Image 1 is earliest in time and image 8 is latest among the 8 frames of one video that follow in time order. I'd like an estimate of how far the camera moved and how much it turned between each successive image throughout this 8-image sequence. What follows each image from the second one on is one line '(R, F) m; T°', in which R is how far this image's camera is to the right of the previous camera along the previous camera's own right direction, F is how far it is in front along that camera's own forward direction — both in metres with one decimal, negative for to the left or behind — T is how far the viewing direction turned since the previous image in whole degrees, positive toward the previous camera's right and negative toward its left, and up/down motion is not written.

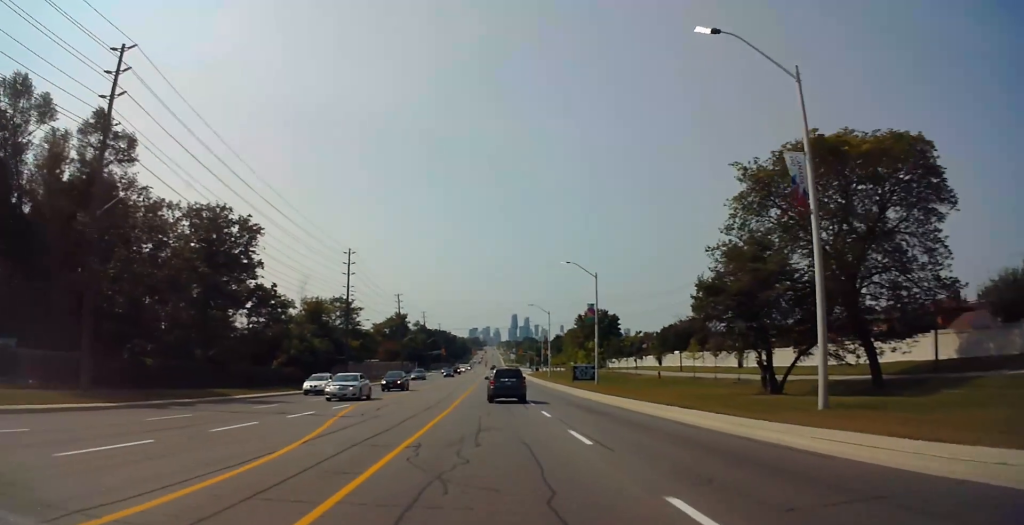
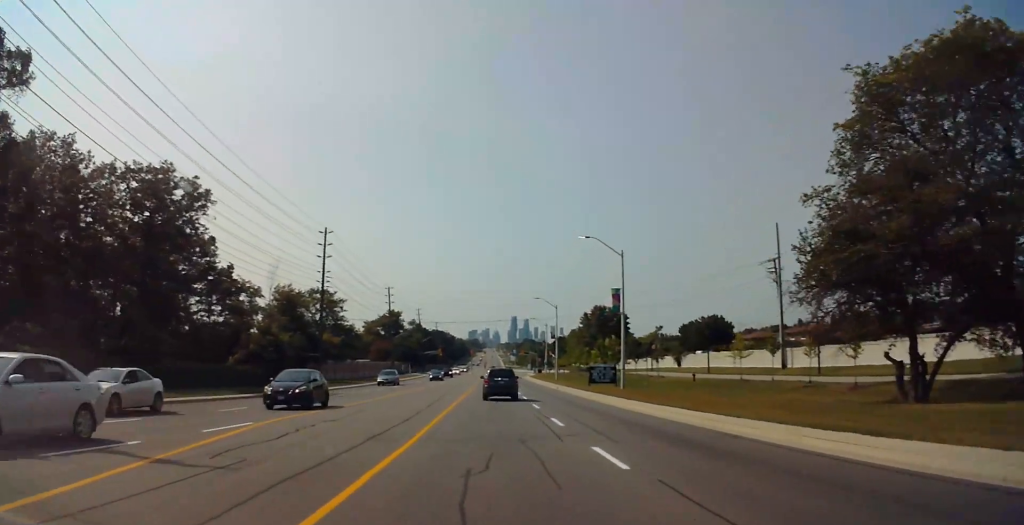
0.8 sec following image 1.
(0.0, +12.8) m; 0°
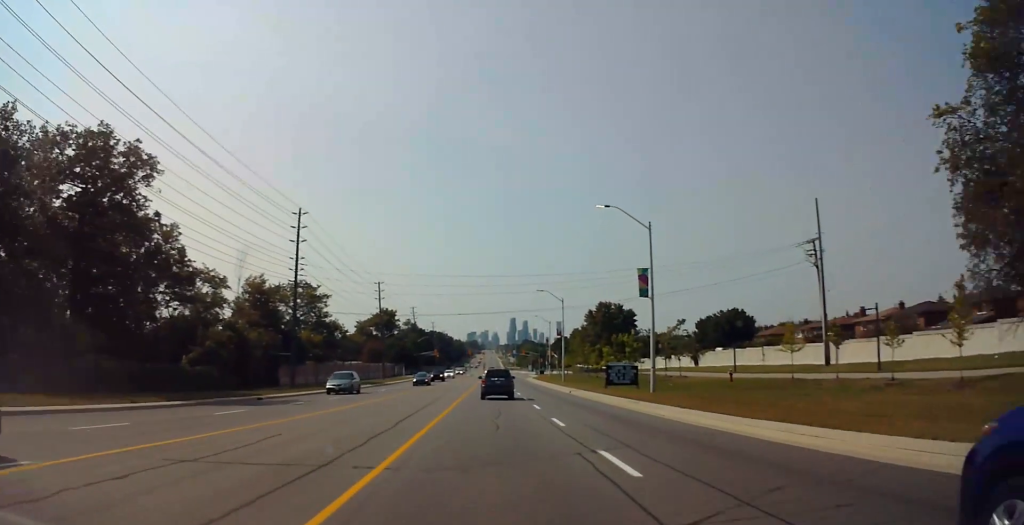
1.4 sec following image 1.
(0.0, +9.7) m; 0°
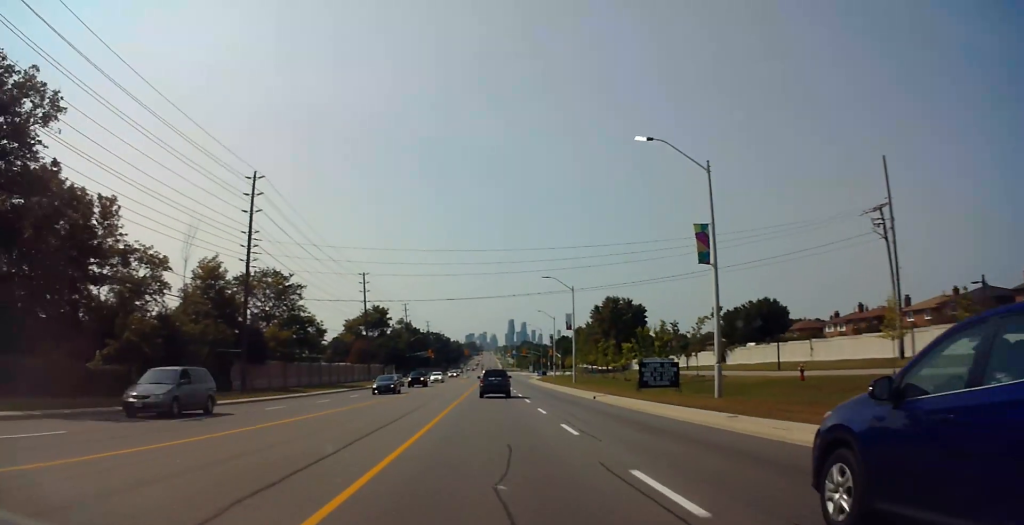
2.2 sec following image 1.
(0.0, +12.4) m; 0°
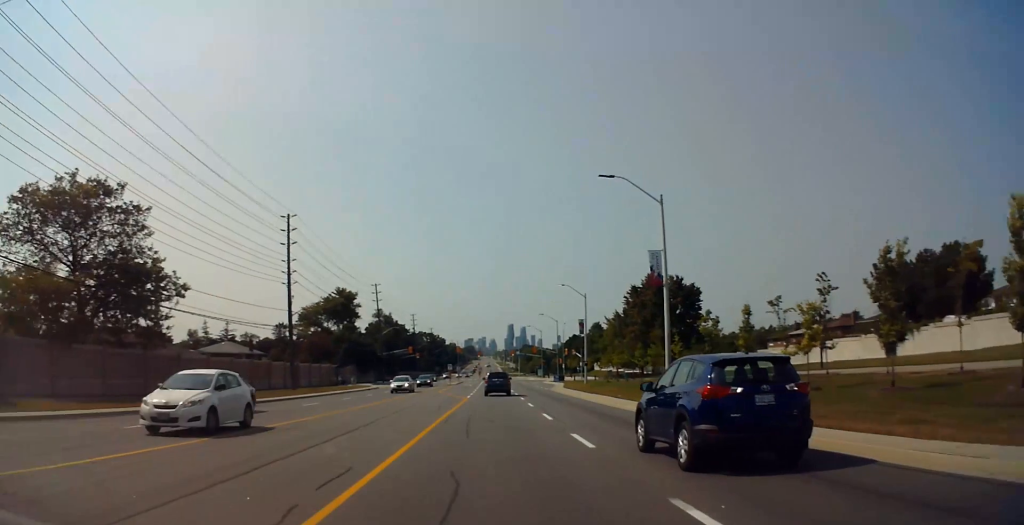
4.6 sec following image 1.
(0.0, +39.5) m; 0°
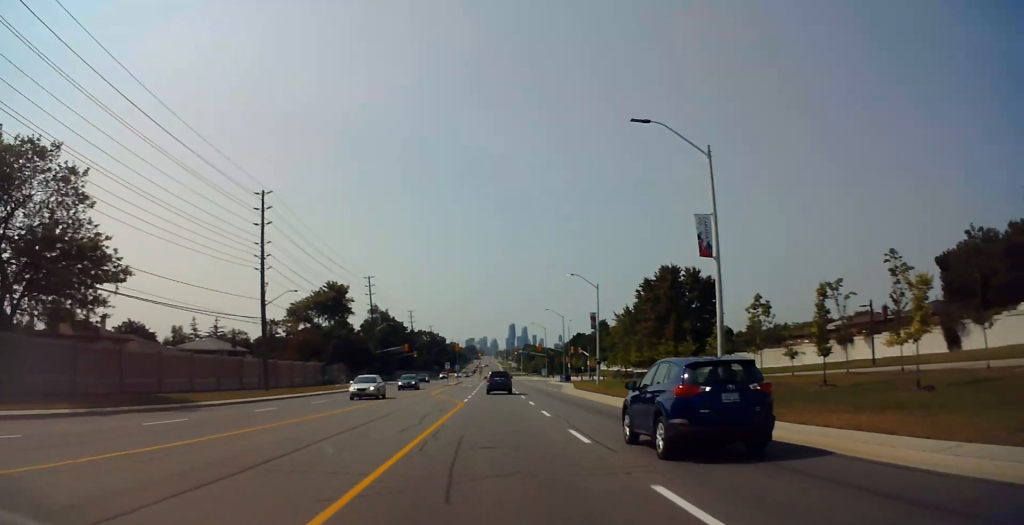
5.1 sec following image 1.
(0.0, +8.1) m; 0°
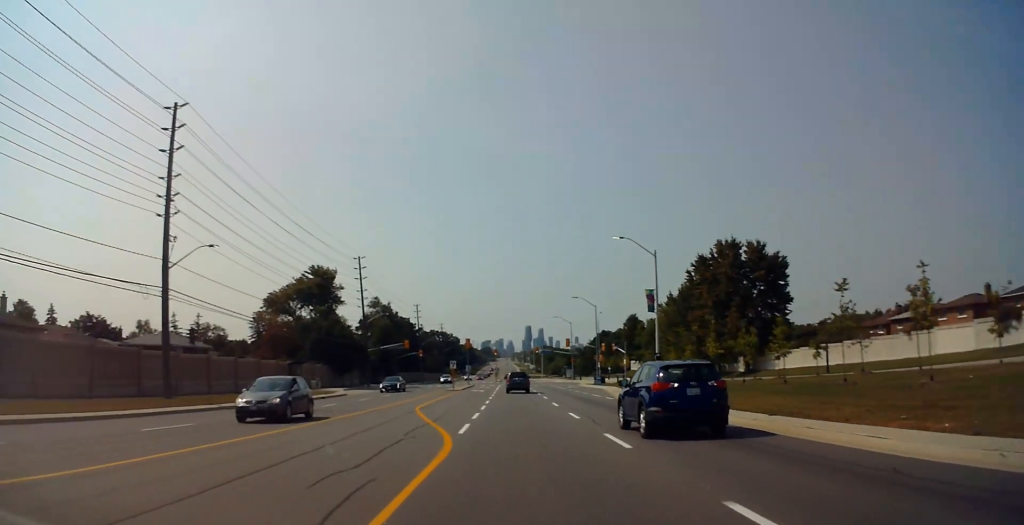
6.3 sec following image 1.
(0.0, +19.9) m; 0°
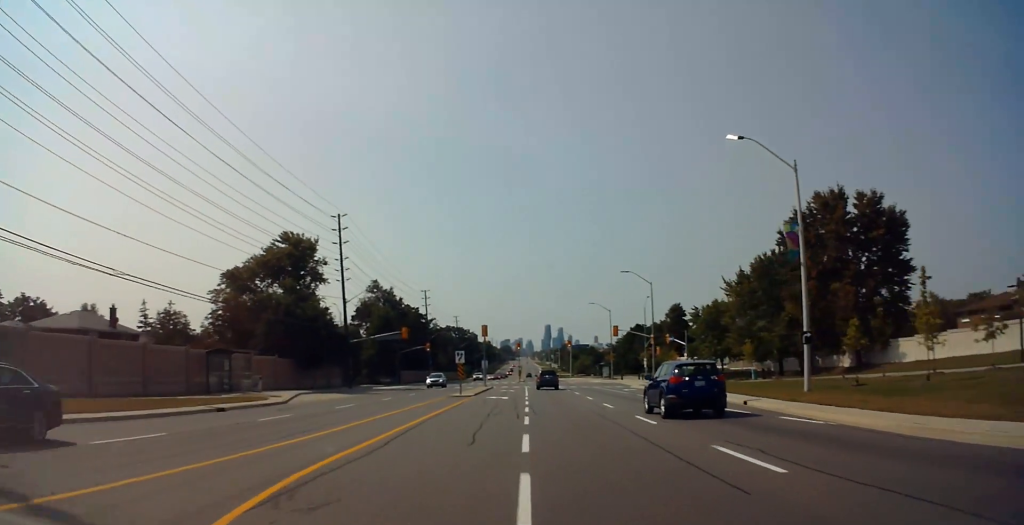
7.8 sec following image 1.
(0.0, +23.0) m; 0°
